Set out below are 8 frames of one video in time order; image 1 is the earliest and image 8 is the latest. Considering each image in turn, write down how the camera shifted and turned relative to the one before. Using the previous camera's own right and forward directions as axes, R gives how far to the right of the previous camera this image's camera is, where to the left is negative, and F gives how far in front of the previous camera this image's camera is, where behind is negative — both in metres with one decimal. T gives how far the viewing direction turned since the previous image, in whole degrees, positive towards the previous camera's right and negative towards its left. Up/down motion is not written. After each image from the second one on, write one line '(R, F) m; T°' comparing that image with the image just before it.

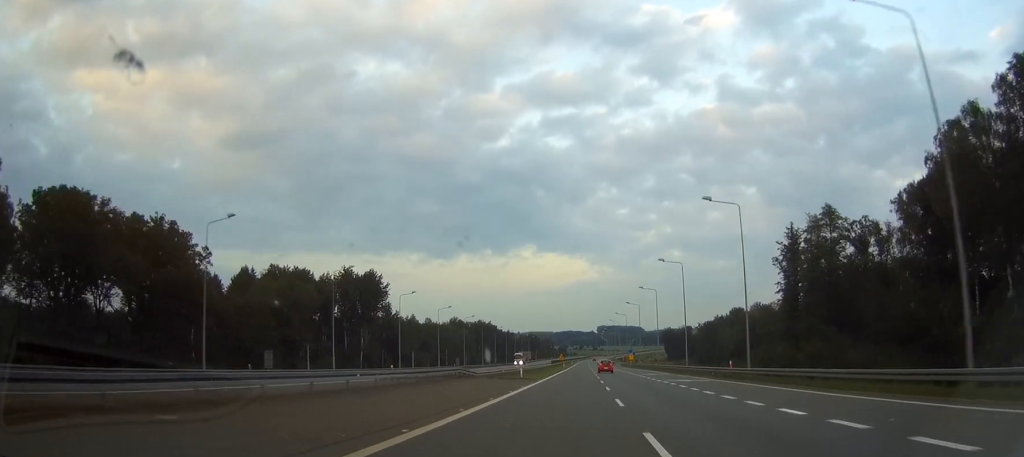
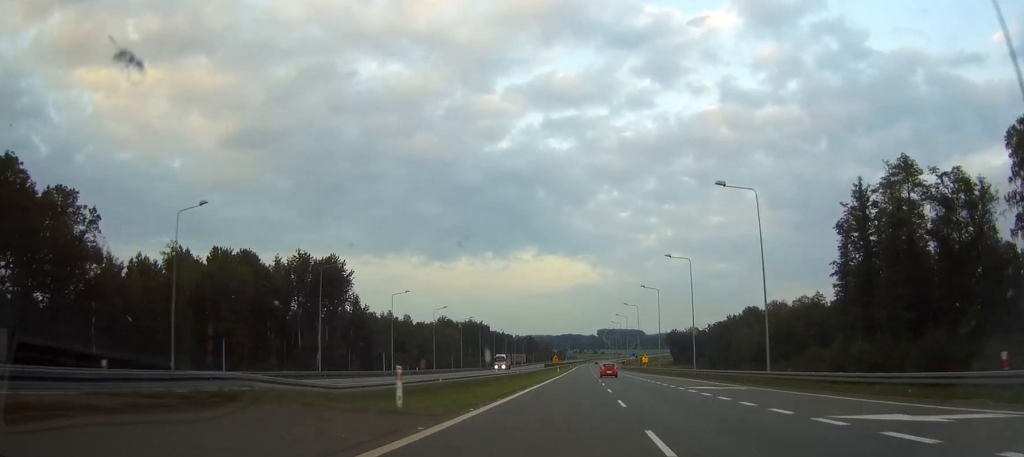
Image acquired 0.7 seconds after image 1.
(0.0, +34.8) m; 0°
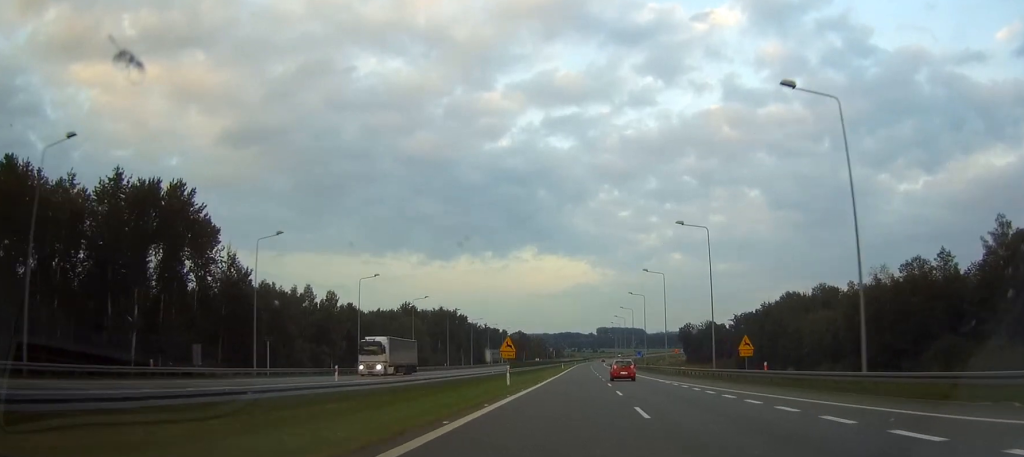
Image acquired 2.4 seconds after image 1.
(-0.3, +77.1) m; 0°
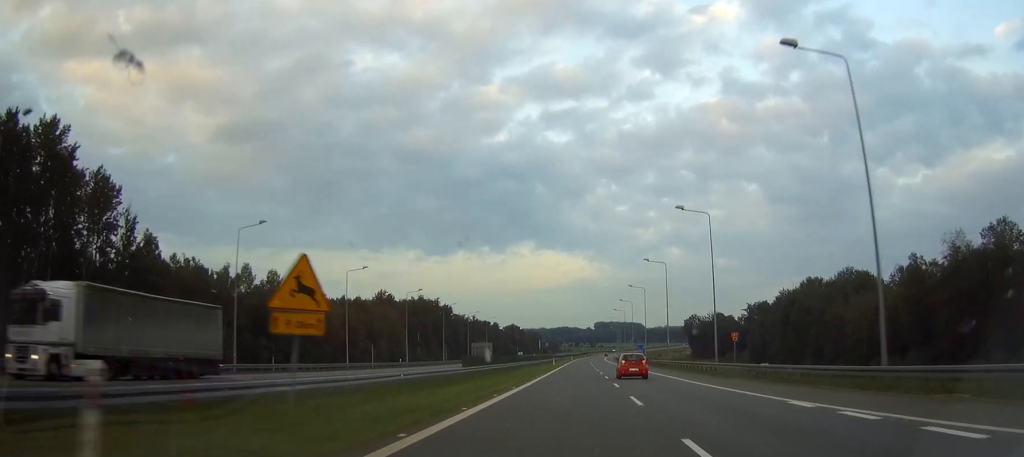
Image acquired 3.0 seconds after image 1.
(+0.1, +30.9) m; 0°
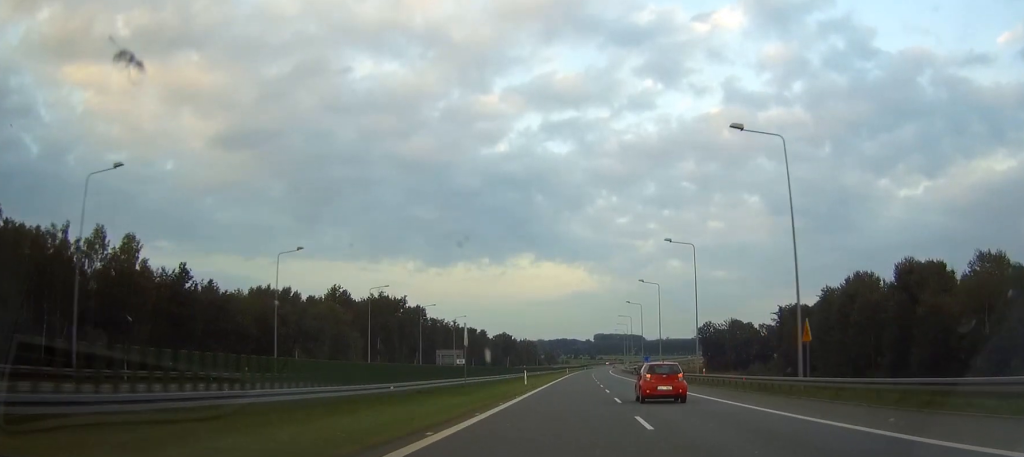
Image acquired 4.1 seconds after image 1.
(+0.3, +48.8) m; +2°
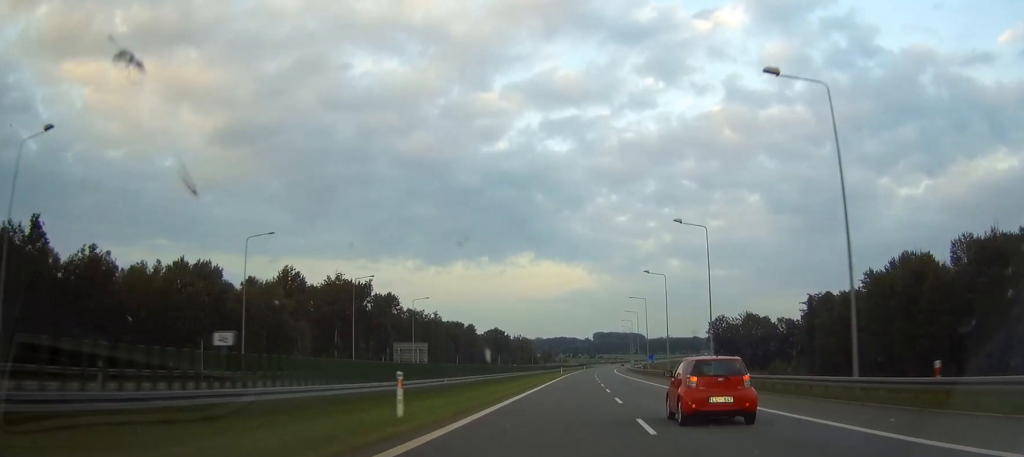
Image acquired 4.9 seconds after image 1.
(+0.7, +36.8) m; +2°
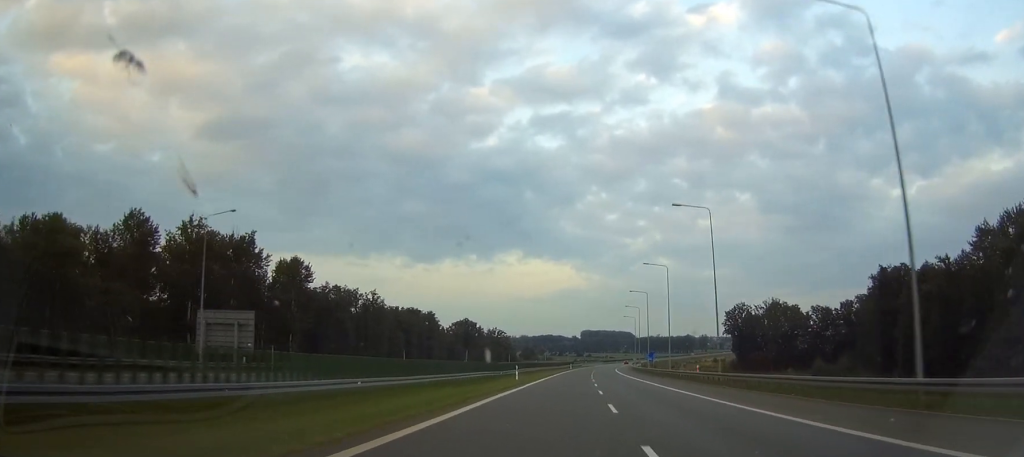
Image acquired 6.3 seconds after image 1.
(+1.7, +64.2) m; +2°
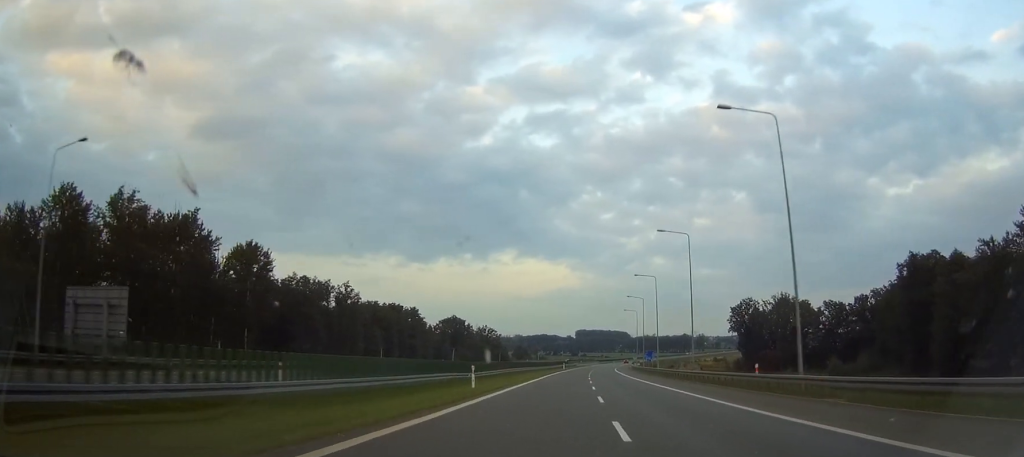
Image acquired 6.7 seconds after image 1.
(0.0, +19.1) m; 0°
